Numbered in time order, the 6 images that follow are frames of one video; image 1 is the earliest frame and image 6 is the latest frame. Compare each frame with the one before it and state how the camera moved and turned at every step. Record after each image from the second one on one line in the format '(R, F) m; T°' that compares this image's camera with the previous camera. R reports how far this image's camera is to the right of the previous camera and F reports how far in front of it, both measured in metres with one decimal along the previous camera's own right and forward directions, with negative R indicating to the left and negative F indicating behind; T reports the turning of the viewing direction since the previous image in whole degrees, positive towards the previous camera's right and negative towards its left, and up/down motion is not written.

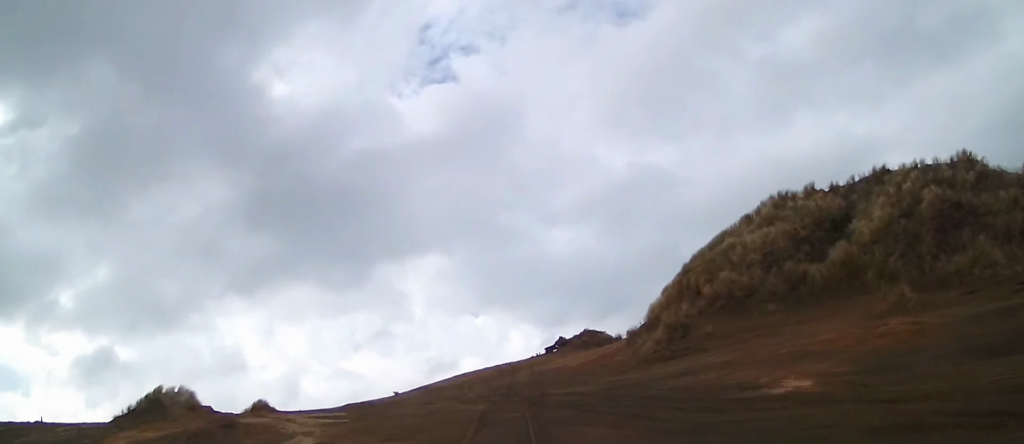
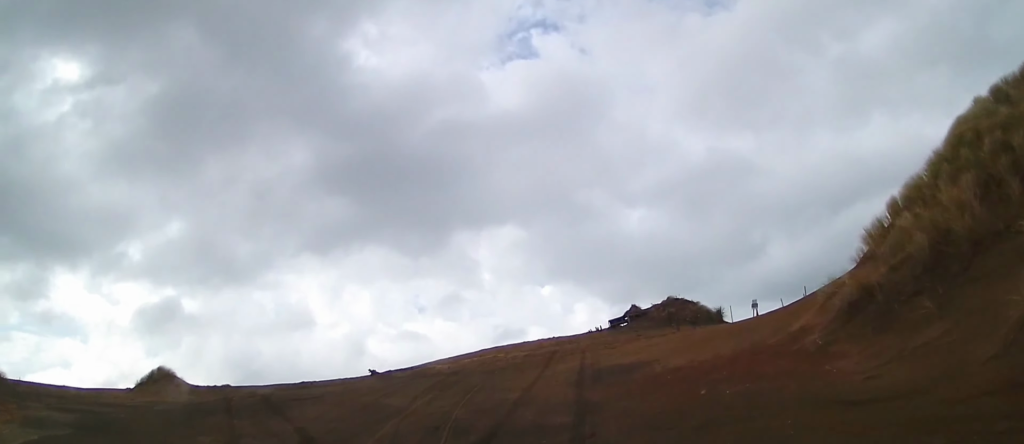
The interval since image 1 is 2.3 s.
(-3.2, +25.8) m; -13°
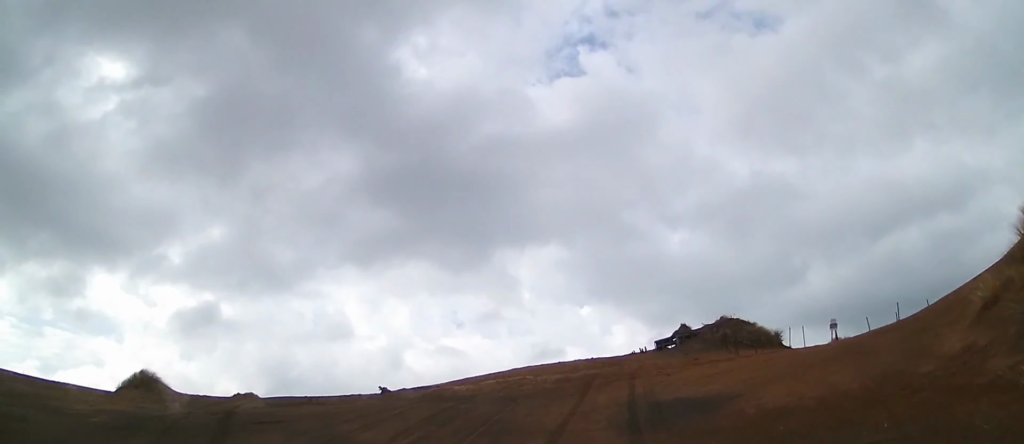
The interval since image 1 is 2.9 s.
(+0.2, +6.1) m; -4°
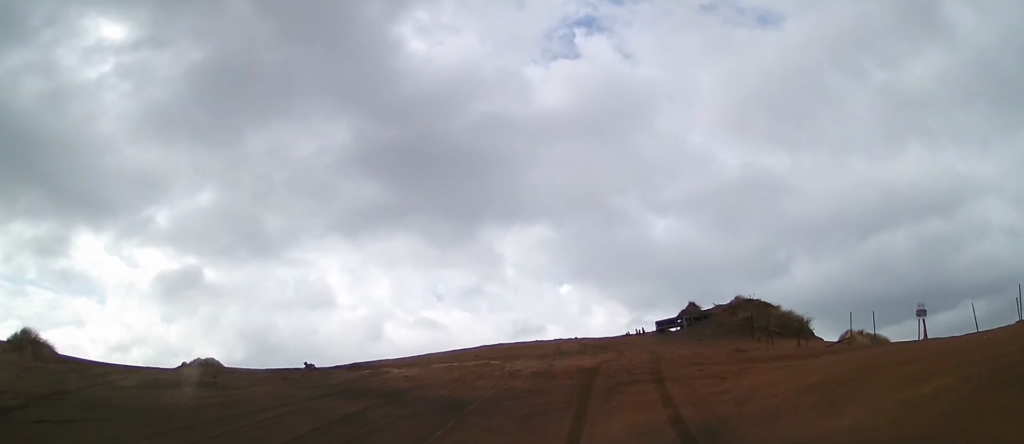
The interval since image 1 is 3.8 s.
(-0.9, +8.8) m; -3°
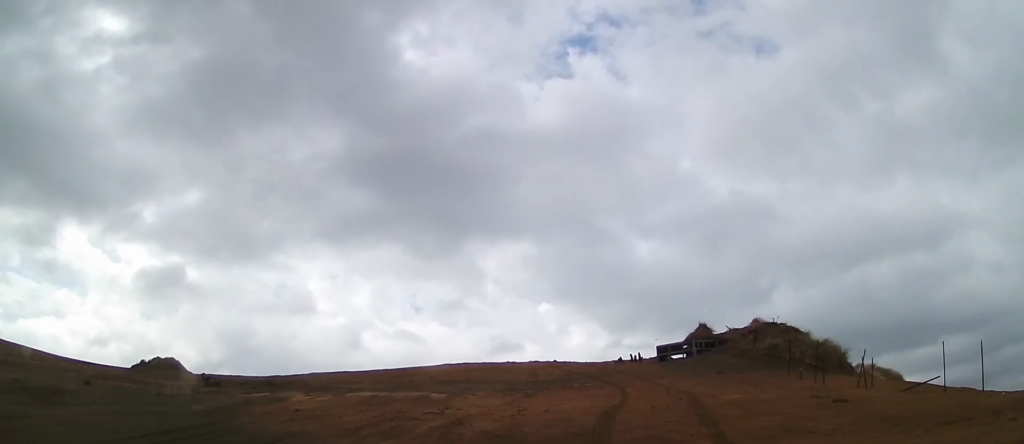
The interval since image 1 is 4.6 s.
(+0.1, +7.4) m; +1°
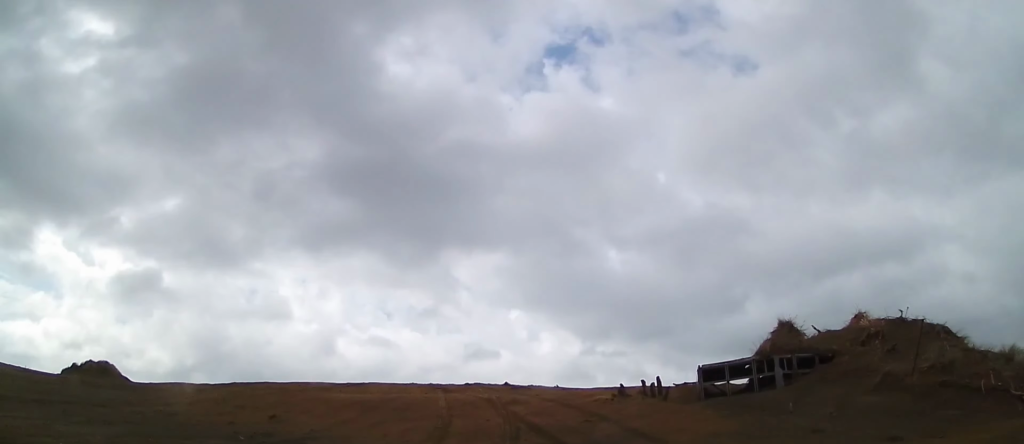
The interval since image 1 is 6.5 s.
(+0.8, +15.6) m; +5°
